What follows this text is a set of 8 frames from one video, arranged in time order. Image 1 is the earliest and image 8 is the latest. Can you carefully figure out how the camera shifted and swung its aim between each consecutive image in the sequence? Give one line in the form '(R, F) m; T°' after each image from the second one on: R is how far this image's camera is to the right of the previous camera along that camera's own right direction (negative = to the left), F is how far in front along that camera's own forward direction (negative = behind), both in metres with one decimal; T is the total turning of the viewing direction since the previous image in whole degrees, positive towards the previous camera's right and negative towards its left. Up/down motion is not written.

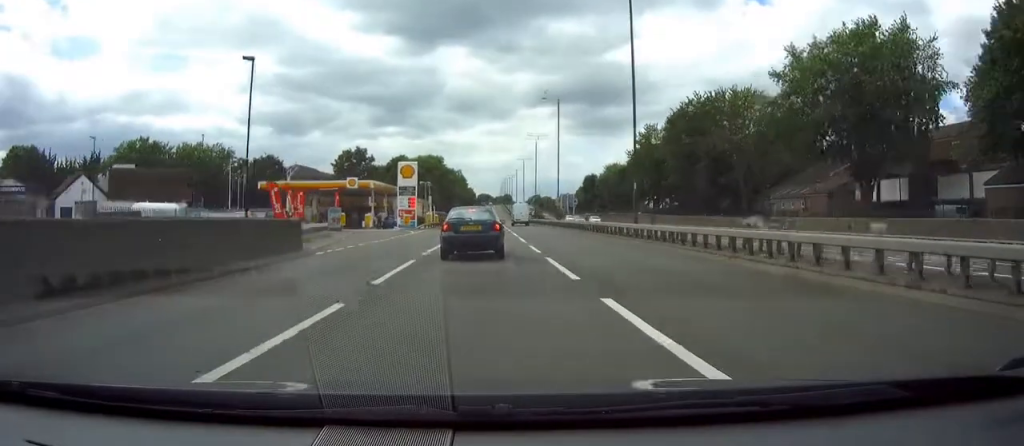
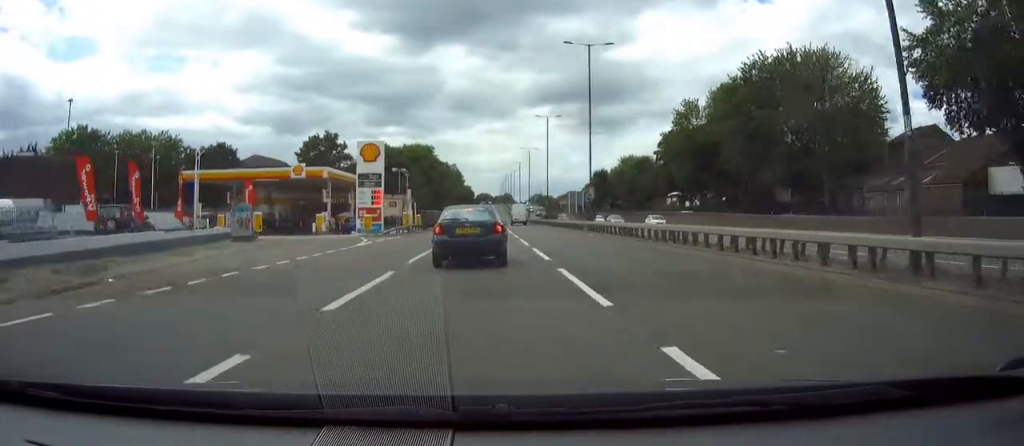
(0.0, +21.6) m; 0°
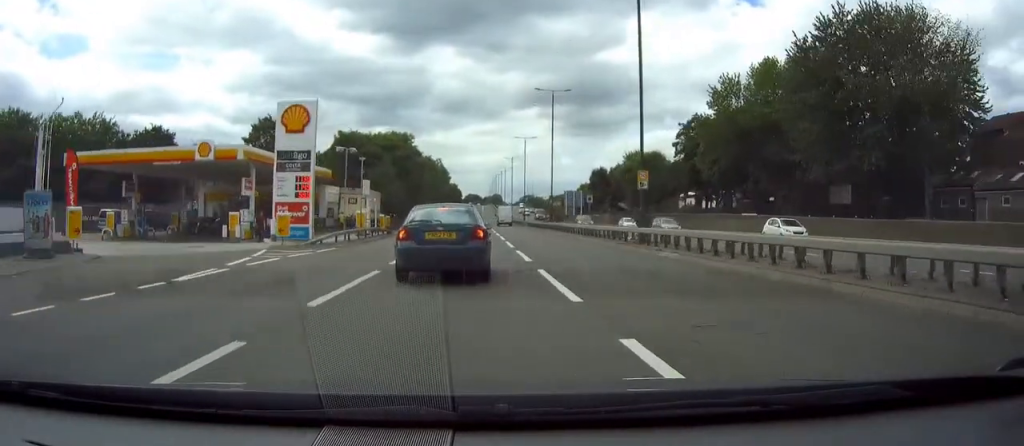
(+0.1, +17.6) m; +1°
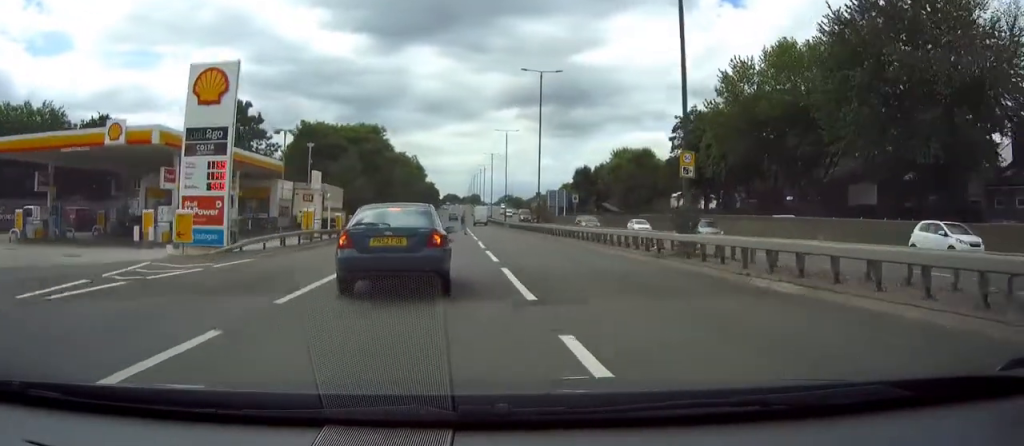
(0.0, +8.6) m; 0°
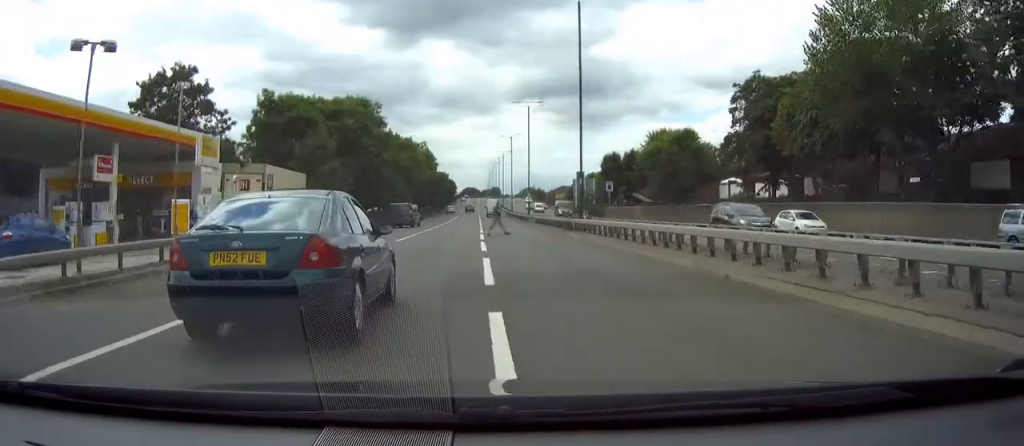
(+0.1, +16.1) m; 0°
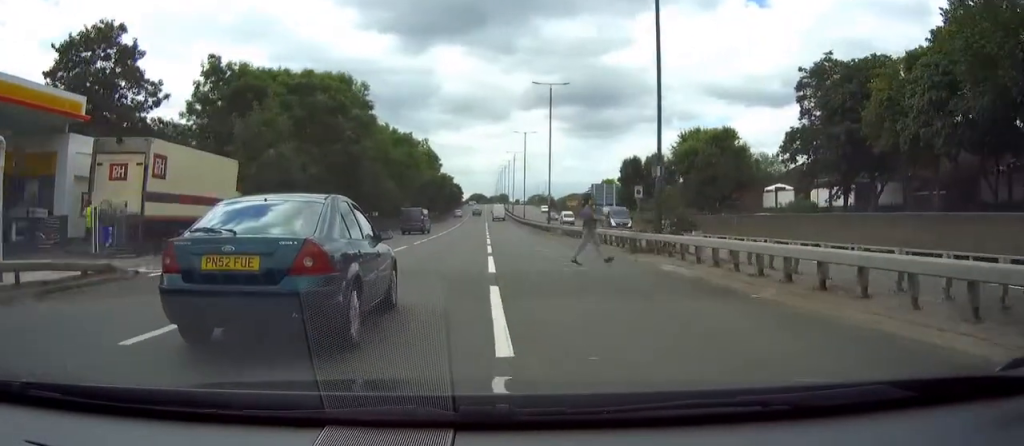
(-0.1, +14.9) m; 0°
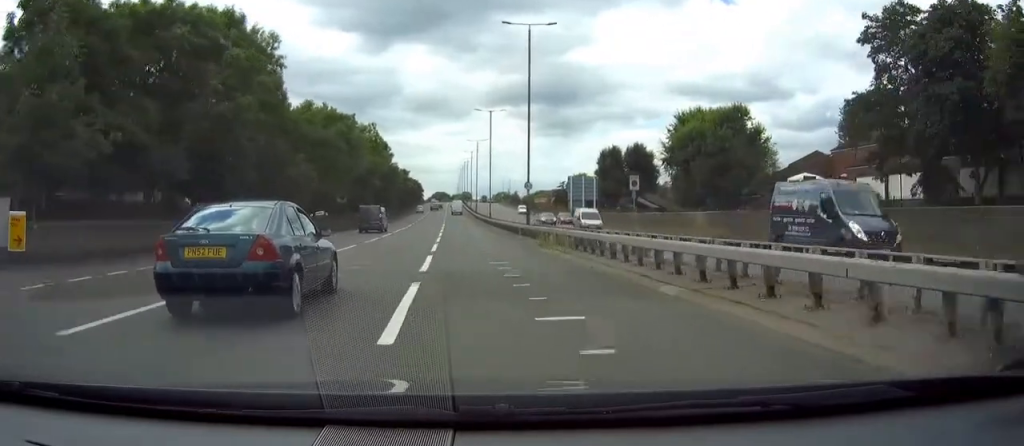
(+0.1, +17.6) m; +1°
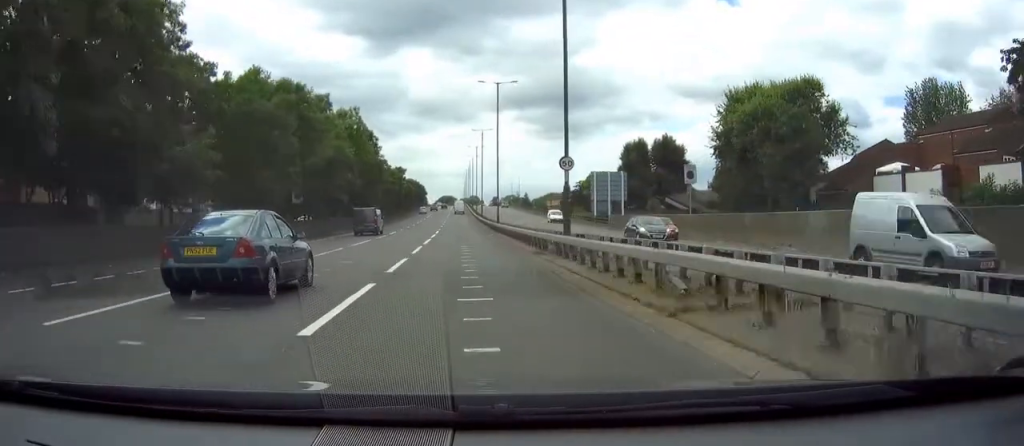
(0.0, +17.5) m; 0°
